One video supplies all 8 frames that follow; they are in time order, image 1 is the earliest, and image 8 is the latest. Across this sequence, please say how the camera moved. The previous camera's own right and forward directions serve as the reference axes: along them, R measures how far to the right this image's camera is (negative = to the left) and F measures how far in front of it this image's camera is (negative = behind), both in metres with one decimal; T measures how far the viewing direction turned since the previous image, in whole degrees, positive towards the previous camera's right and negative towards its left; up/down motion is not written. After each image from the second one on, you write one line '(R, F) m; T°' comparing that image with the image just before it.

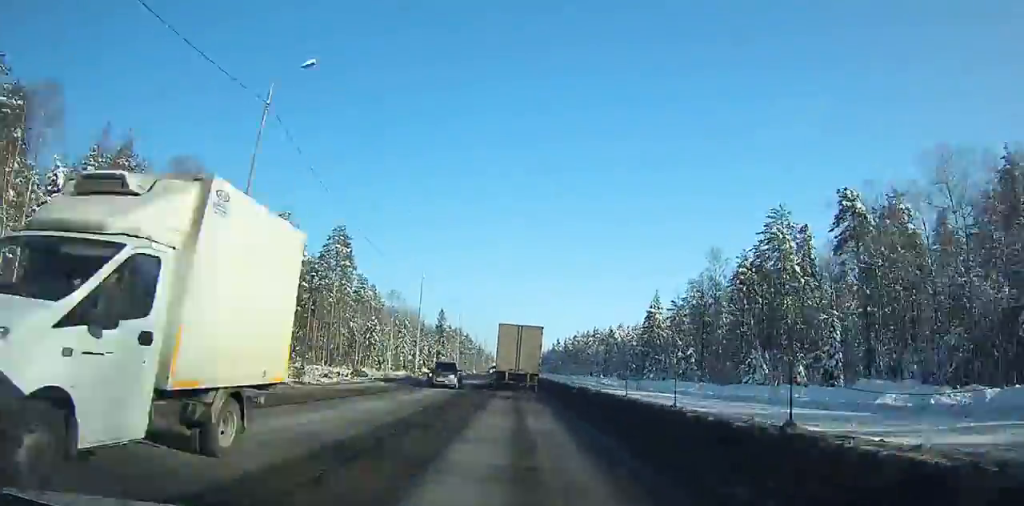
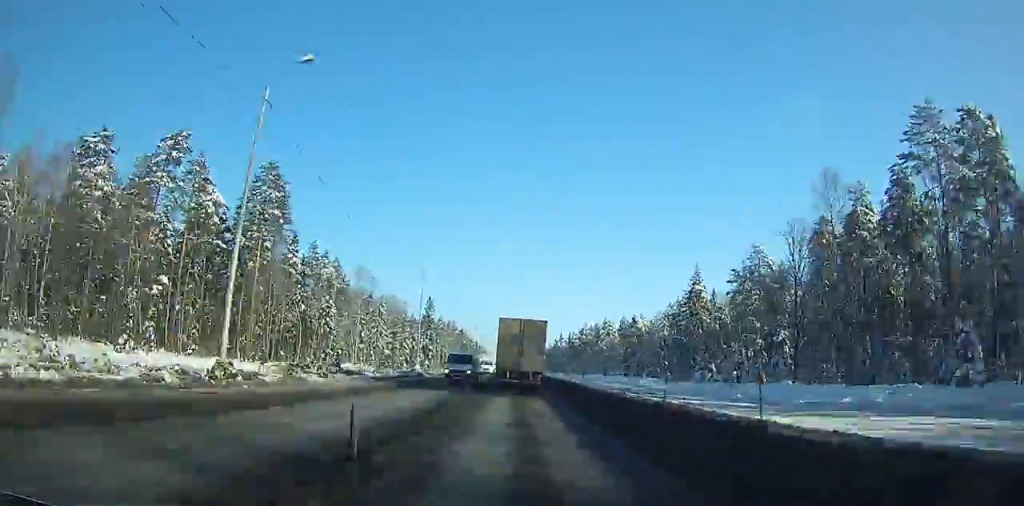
(-0.2, +37.1) m; 0°
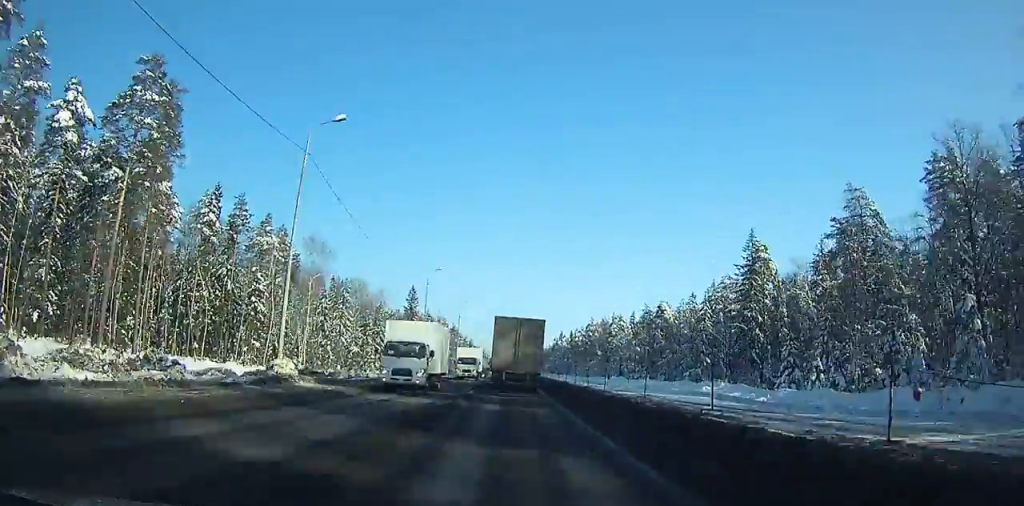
(0.0, +32.8) m; 0°
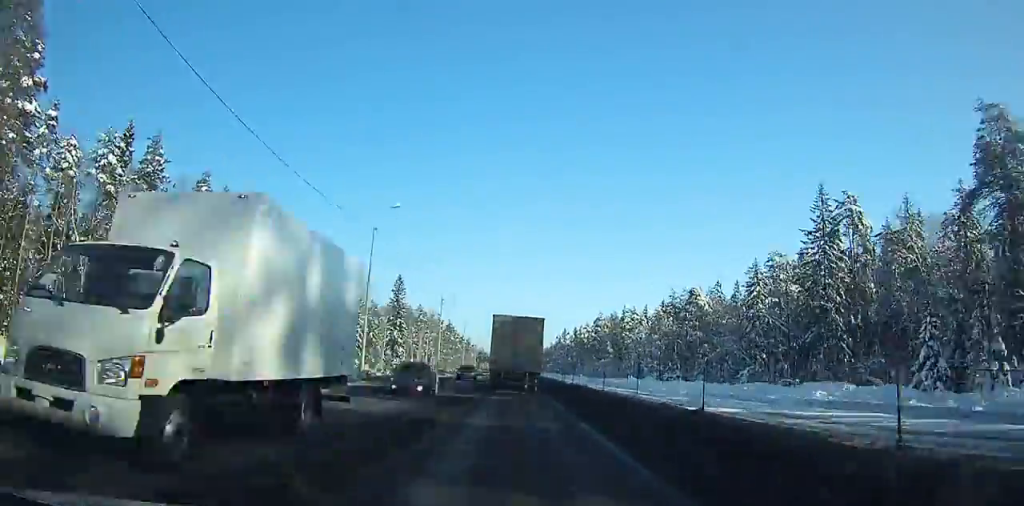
(0.0, +25.3) m; 0°
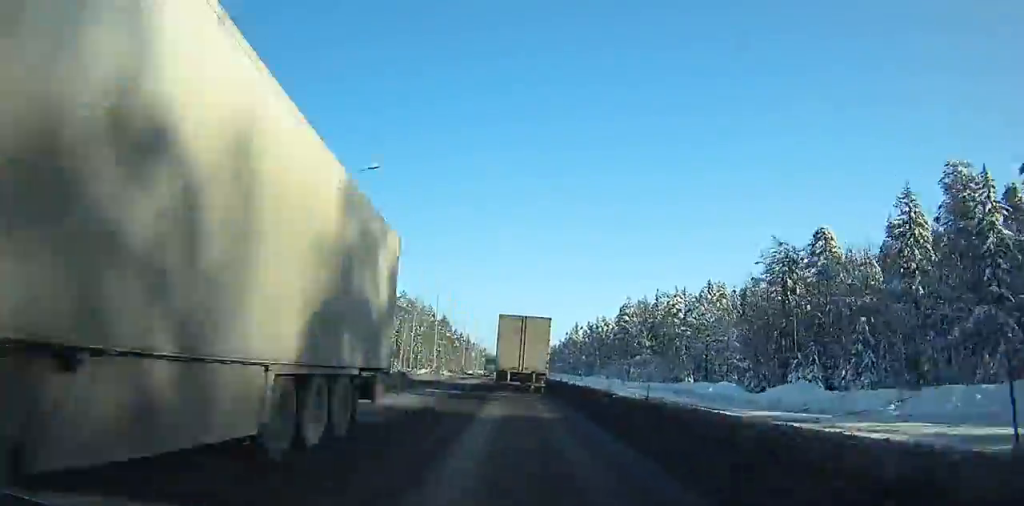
(0.0, +46.3) m; 0°
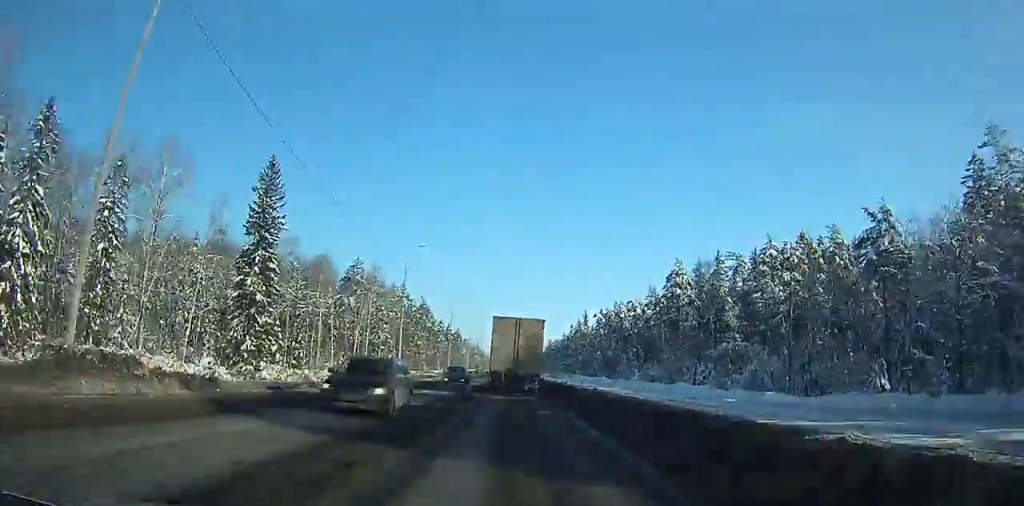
(-0.1, +56.4) m; 0°
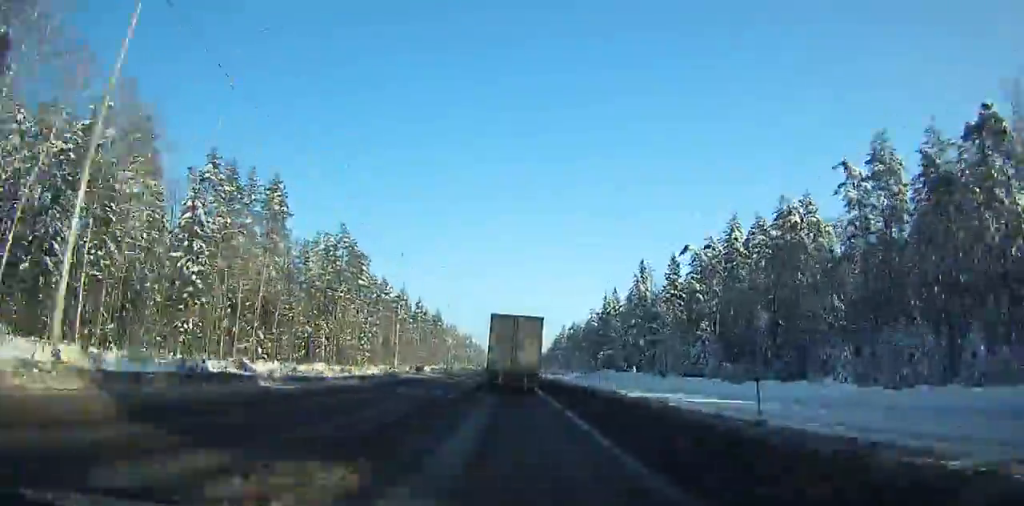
(+0.8, +114.0) m; 0°
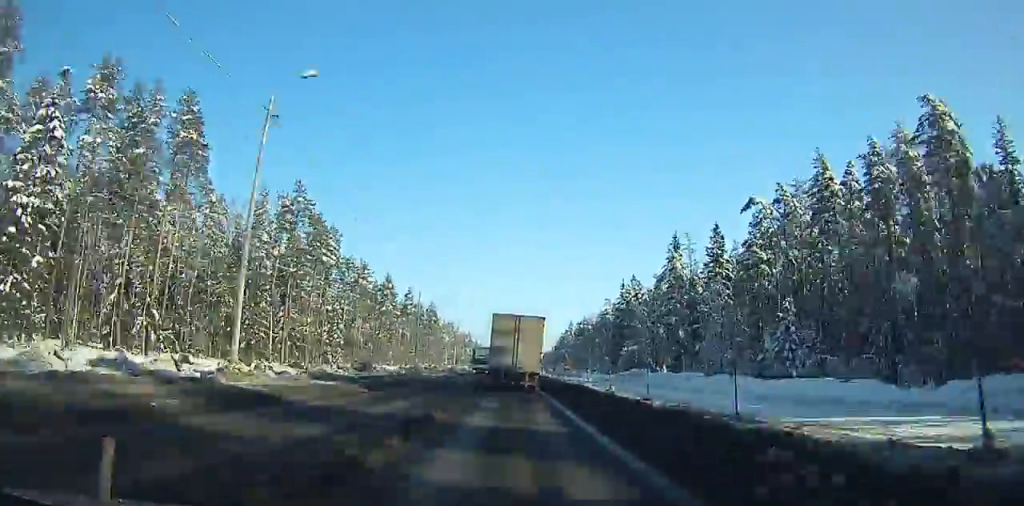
(-0.1, +28.0) m; 0°
